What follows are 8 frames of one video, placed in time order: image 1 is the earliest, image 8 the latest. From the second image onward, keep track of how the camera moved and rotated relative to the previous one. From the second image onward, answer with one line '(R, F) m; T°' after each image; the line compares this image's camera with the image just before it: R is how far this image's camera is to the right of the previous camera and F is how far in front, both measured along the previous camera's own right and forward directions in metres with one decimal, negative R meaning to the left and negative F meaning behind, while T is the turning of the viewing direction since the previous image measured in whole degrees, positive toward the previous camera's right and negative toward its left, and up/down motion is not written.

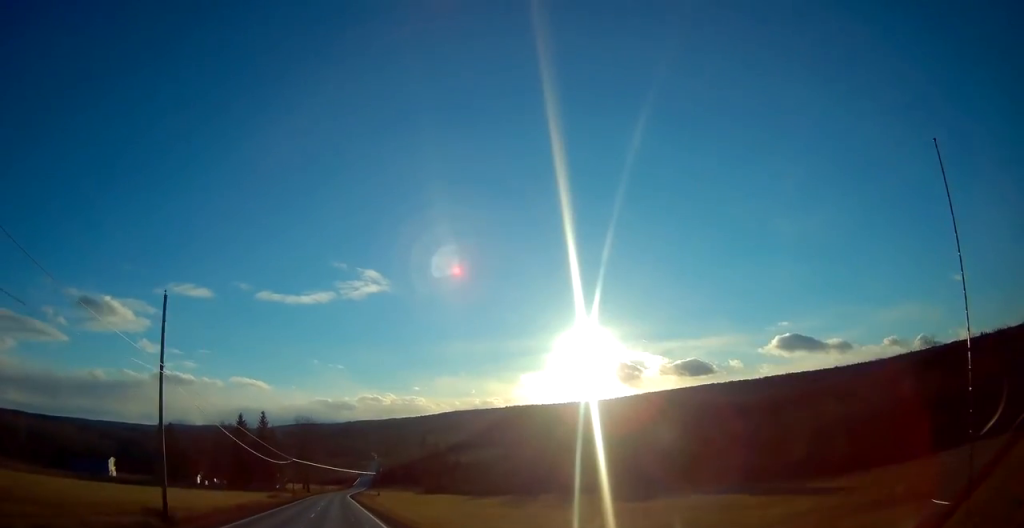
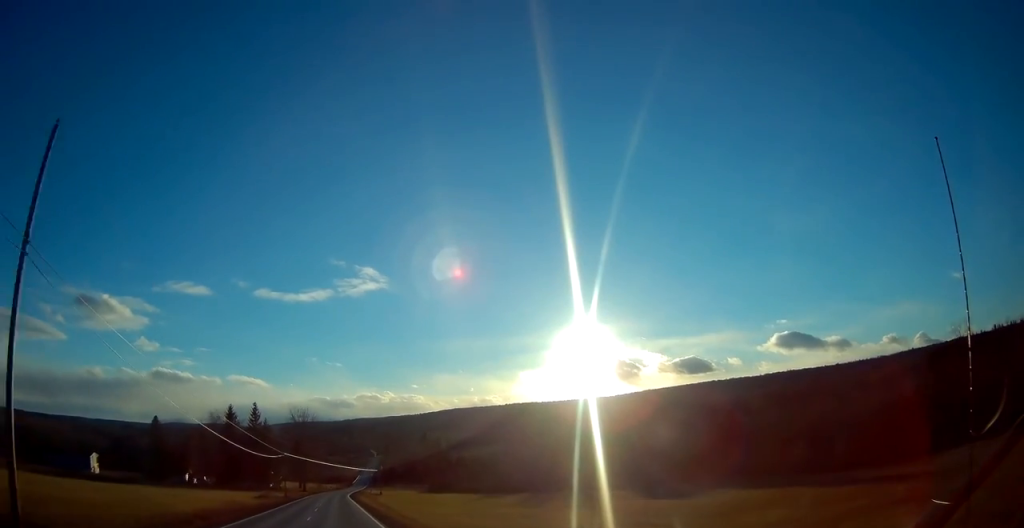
(+0.1, +13.4) m; 0°
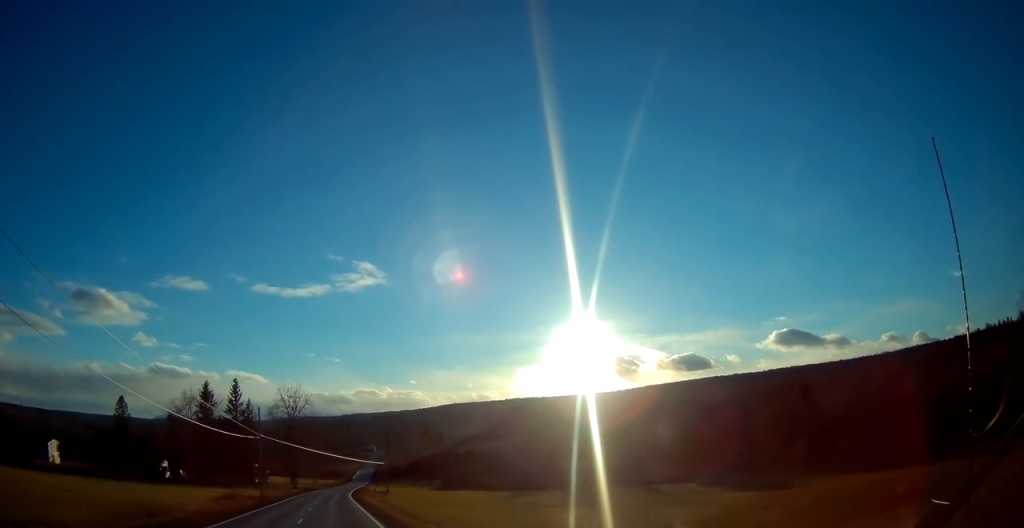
(+0.2, +26.7) m; 0°
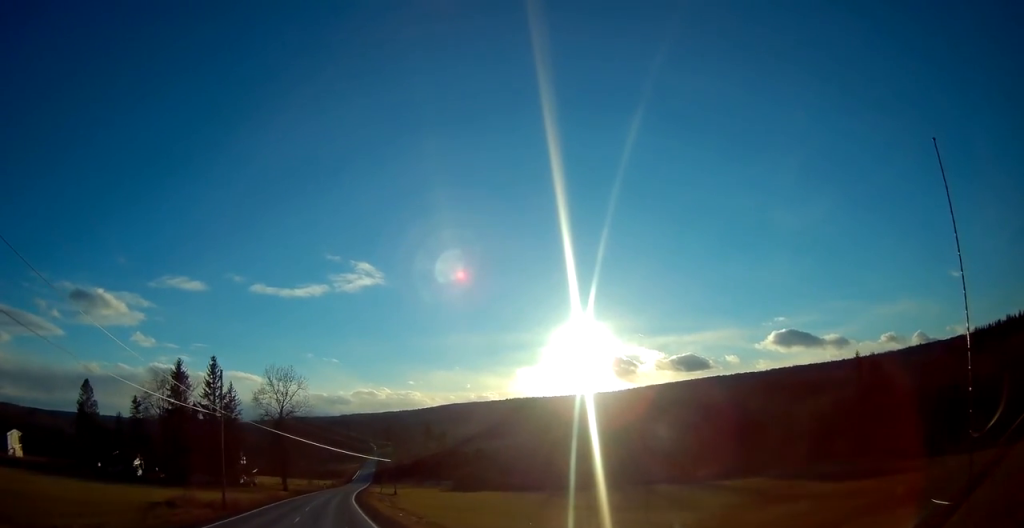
(0.0, +20.5) m; 0°
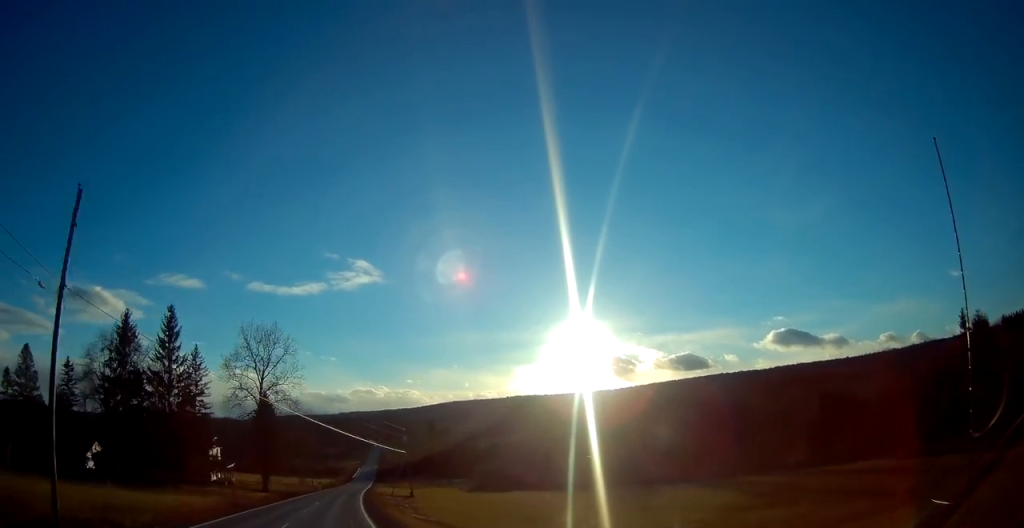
(0.0, +26.7) m; 0°
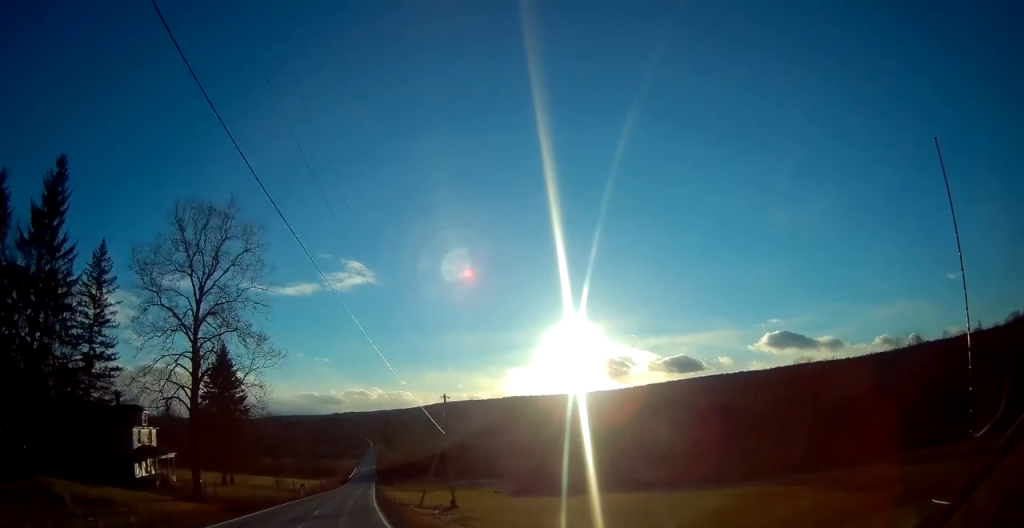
(0.0, +33.9) m; +1°
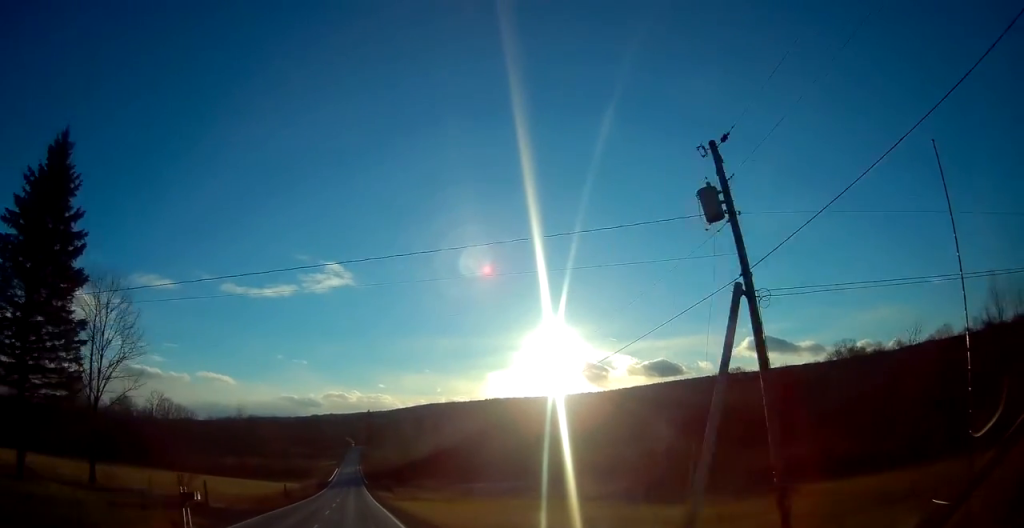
(+0.9, +42.1) m; +2°
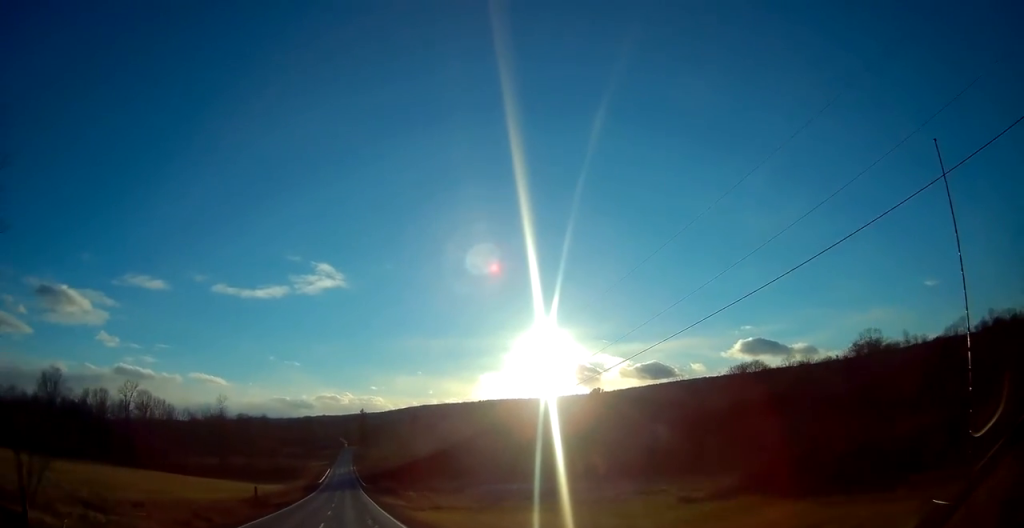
(+0.2, +19.5) m; 0°
